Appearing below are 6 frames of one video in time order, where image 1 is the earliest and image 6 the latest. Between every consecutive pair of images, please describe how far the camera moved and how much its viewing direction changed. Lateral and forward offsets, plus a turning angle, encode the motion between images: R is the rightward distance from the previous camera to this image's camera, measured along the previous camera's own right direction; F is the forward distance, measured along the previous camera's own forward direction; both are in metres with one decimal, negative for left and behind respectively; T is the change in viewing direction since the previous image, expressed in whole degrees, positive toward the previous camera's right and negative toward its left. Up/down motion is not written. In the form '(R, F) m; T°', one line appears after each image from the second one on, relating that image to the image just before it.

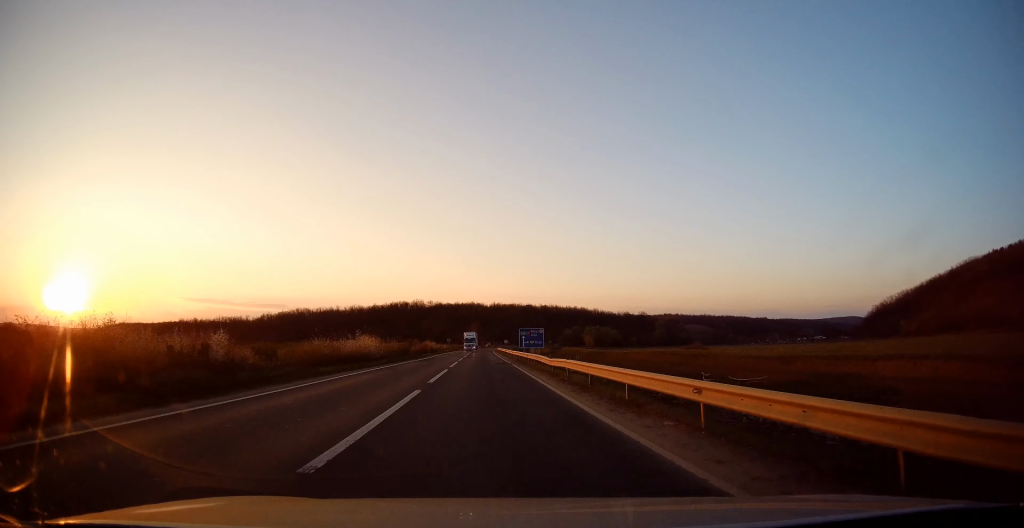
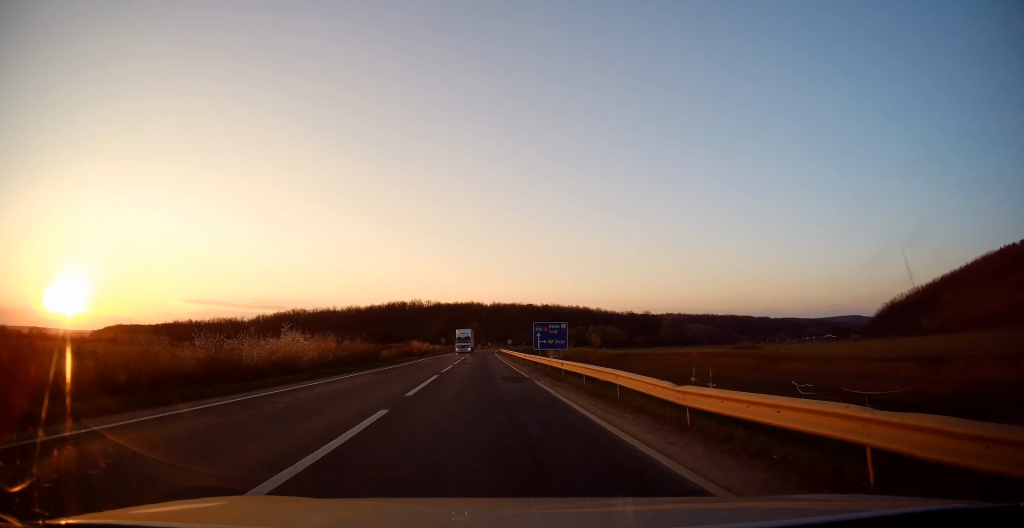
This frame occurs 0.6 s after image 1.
(+0.3, +15.8) m; 0°
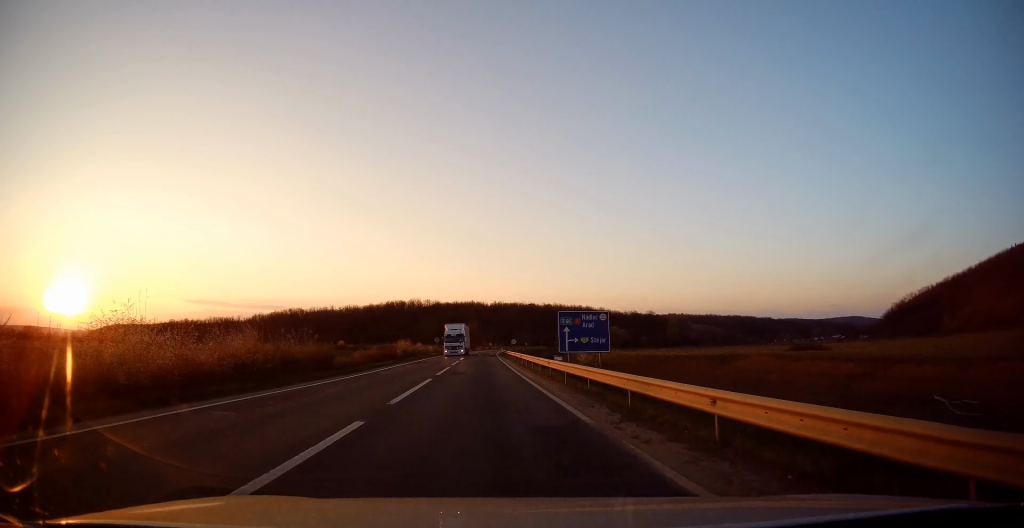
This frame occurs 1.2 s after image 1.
(-0.2, +14.0) m; 0°
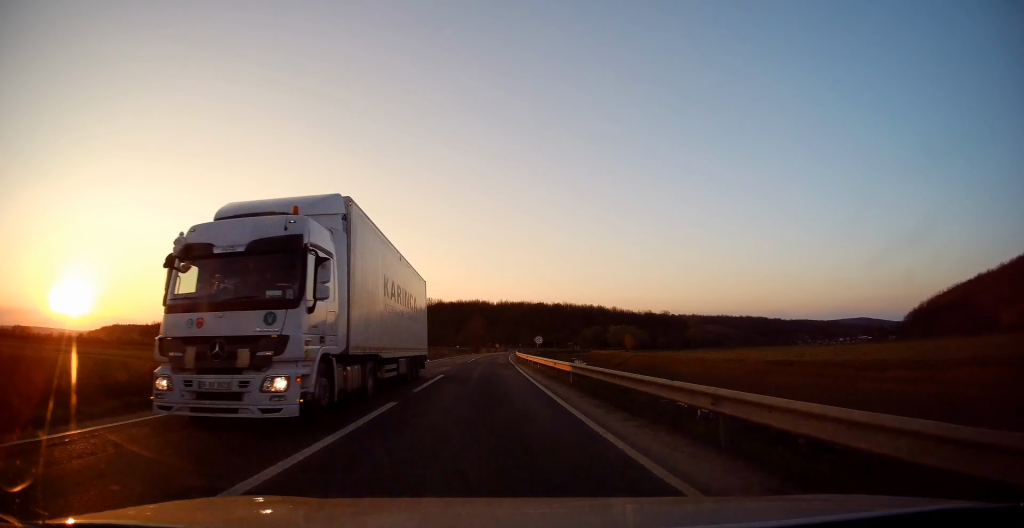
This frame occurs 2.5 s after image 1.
(-0.1, +32.1) m; 0°
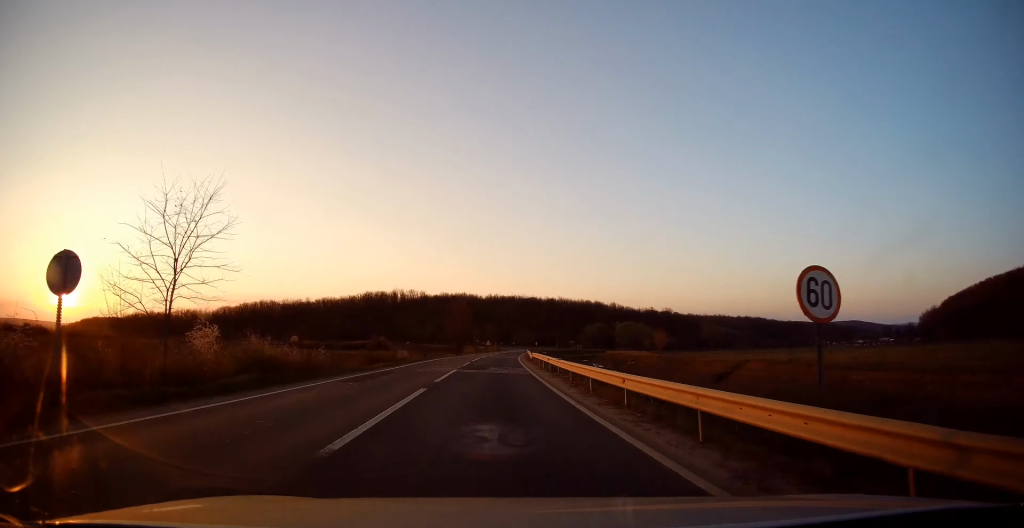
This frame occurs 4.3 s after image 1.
(+0.1, +43.2) m; +1°
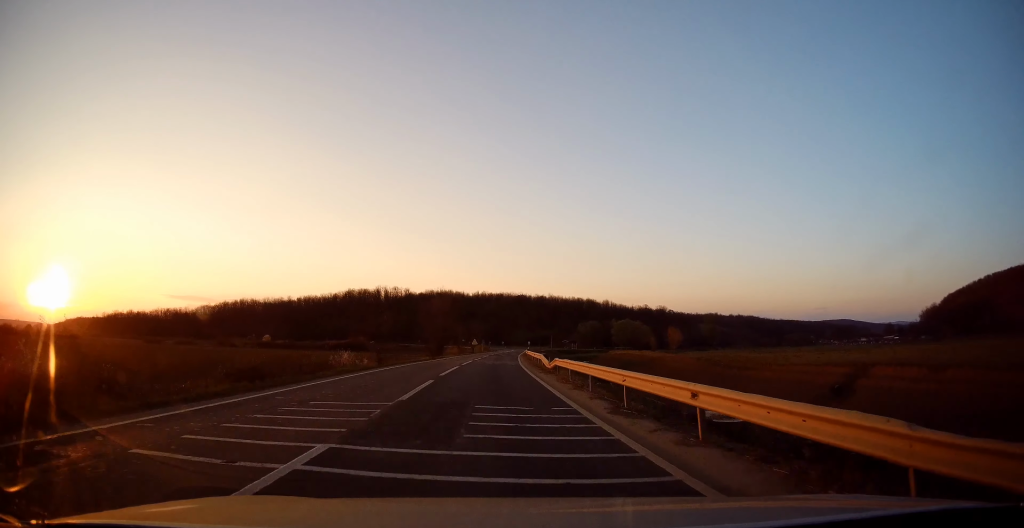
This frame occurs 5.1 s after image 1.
(+0.1, +20.2) m; +1°
